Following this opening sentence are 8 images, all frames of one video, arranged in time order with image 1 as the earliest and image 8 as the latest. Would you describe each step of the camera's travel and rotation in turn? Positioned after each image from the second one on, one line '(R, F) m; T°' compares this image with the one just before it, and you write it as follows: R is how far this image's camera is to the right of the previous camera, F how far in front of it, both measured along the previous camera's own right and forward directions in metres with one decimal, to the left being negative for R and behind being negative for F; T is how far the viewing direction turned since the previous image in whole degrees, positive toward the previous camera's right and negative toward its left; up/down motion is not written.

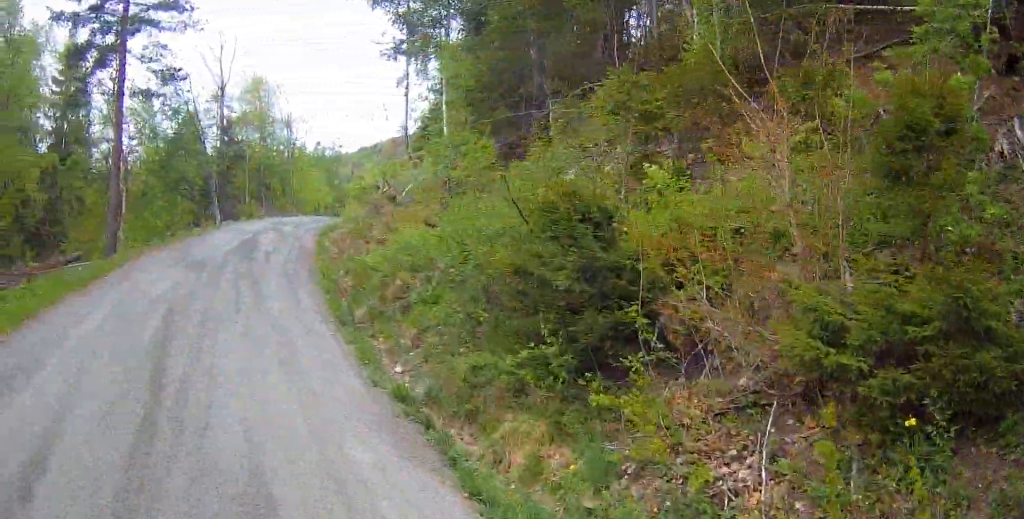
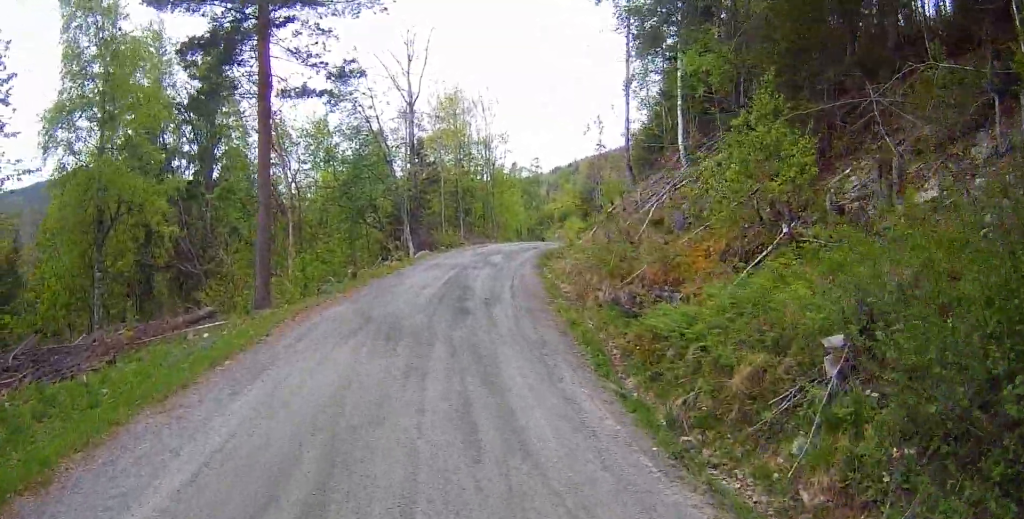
(0.0, +3.9) m; -38°
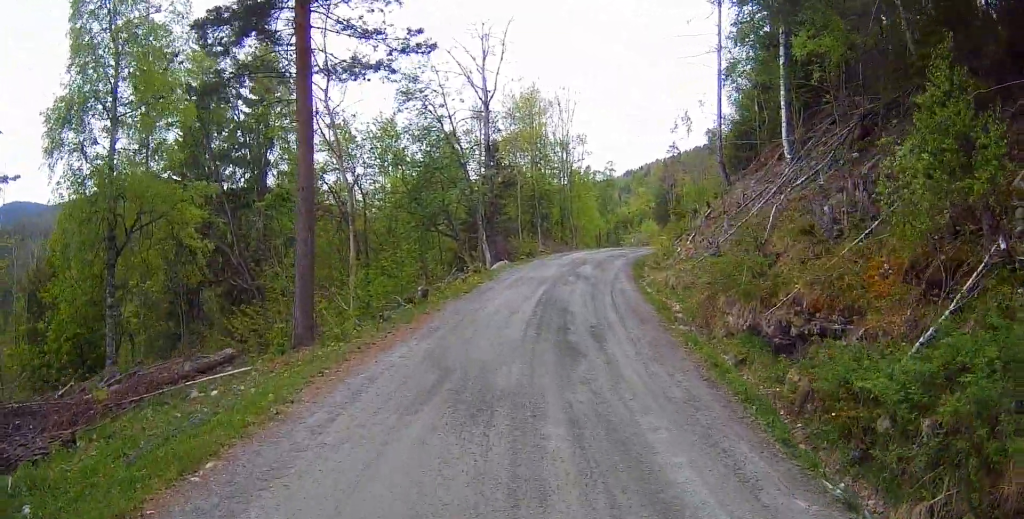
(-1.2, +2.0) m; -20°
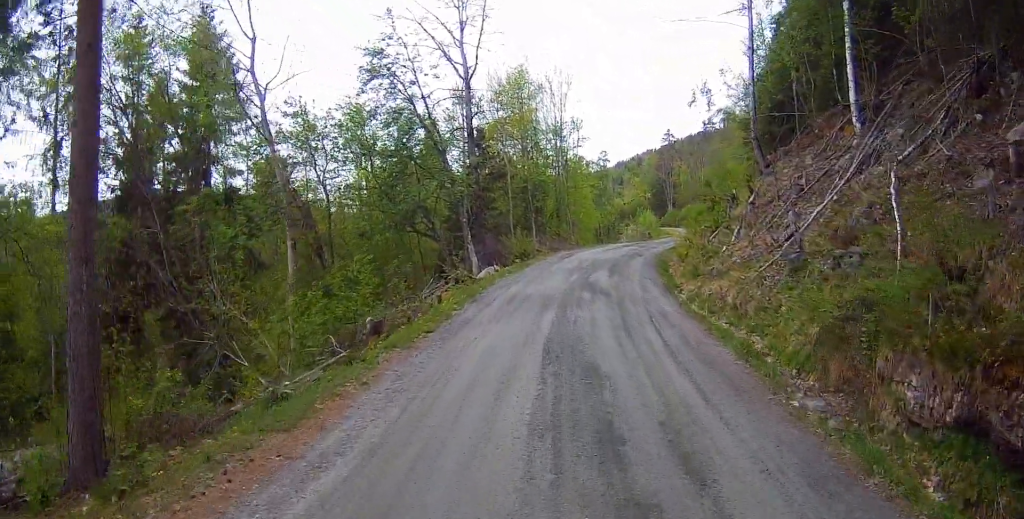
(-1.8, +5.2) m; -18°
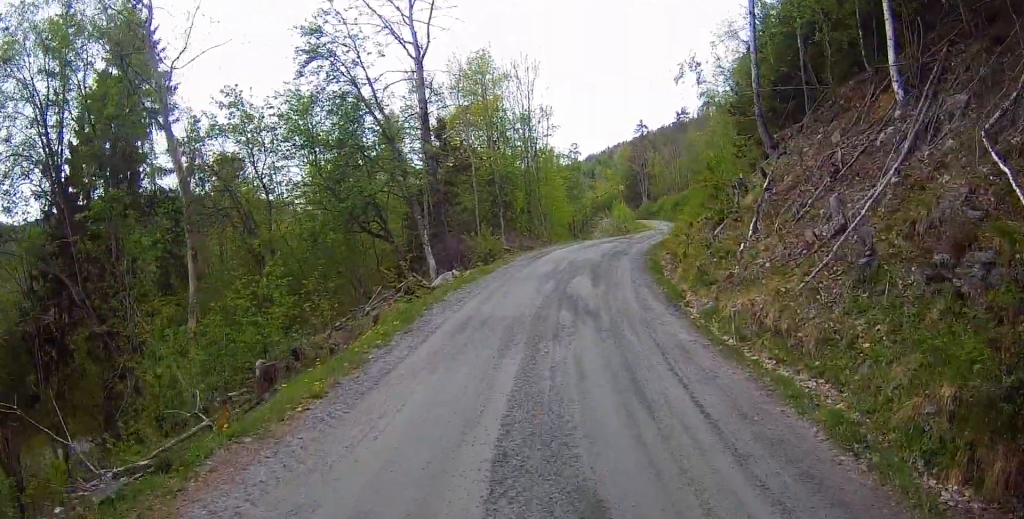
(+0.1, +3.7) m; +1°
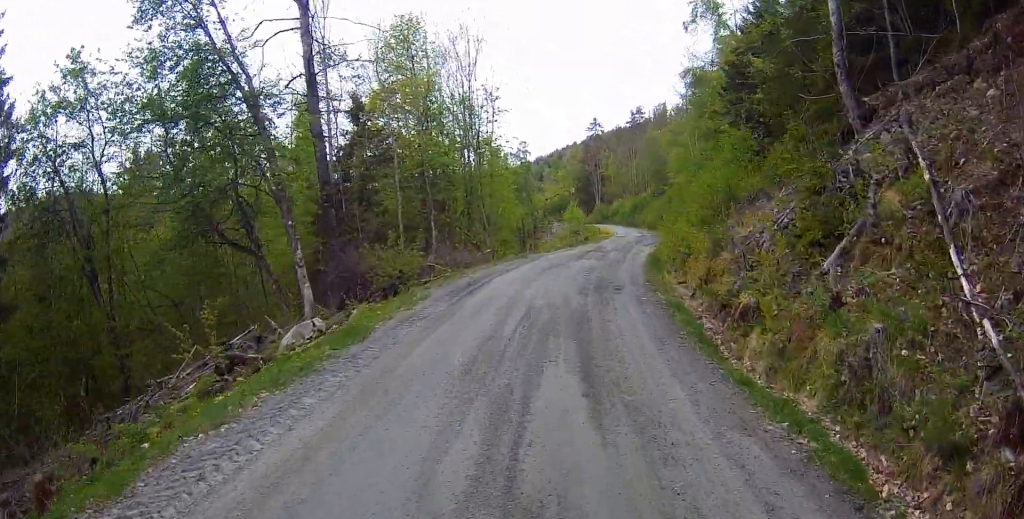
(+0.2, +8.0) m; +7°
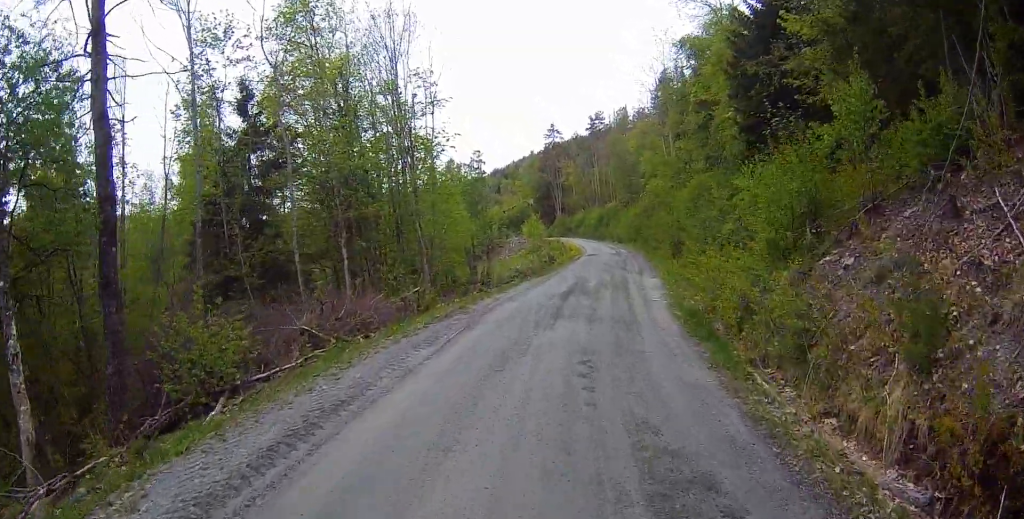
(+0.6, +8.6) m; +3°
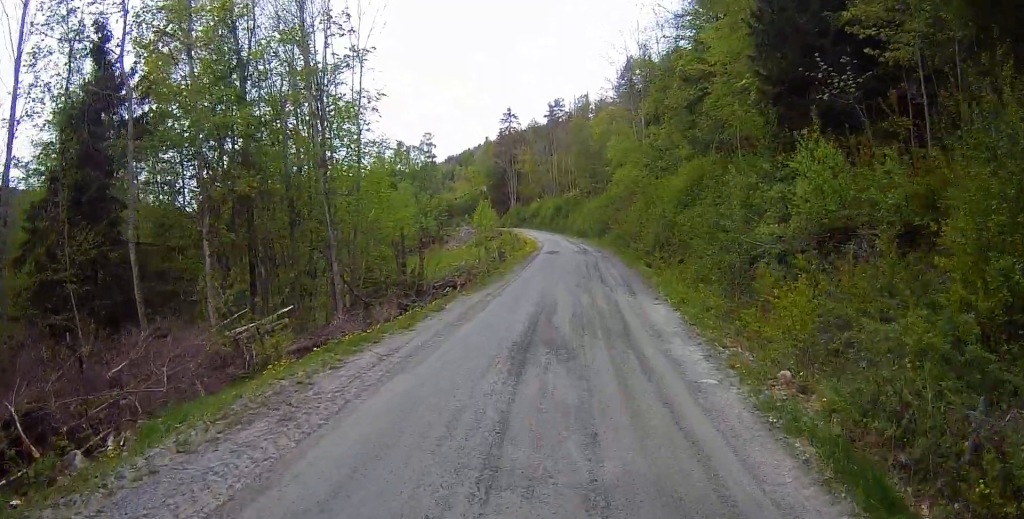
(-0.2, +6.9) m; -2°
